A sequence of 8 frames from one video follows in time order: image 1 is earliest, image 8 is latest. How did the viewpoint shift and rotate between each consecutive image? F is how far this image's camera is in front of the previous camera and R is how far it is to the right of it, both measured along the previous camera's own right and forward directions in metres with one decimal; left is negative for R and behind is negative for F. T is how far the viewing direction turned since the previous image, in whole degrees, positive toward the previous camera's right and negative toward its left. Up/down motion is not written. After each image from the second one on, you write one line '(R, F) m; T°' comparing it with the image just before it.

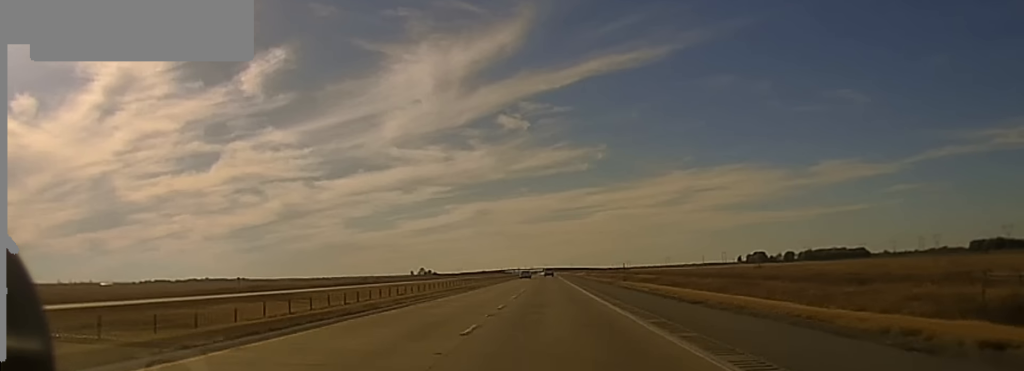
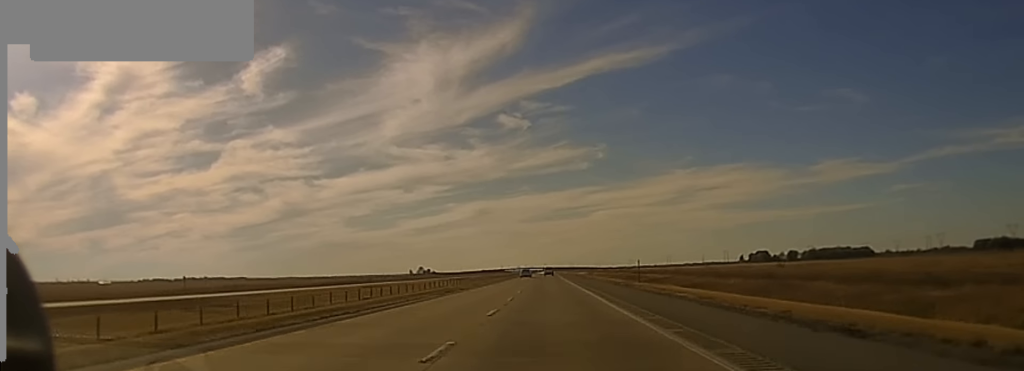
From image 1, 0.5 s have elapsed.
(0.0, +15.7) m; 0°
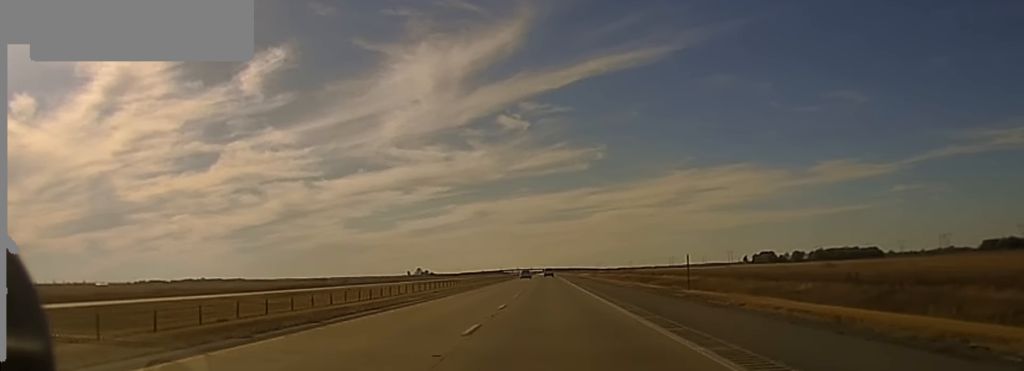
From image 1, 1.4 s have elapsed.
(-0.1, +27.7) m; 0°
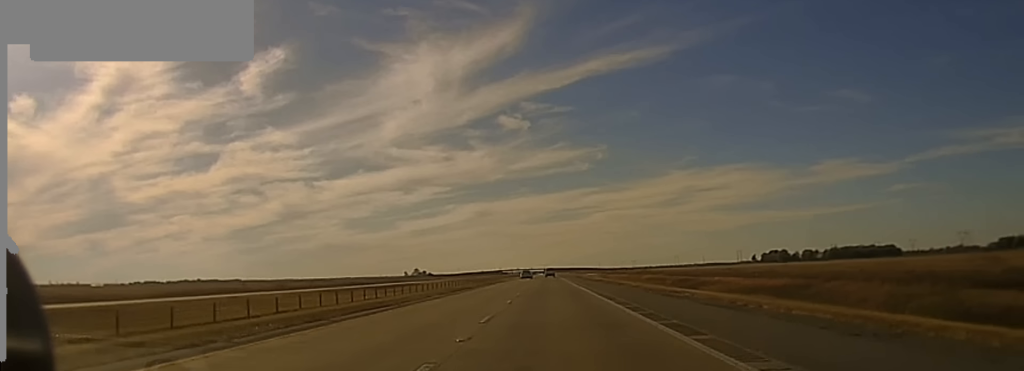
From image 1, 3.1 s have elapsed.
(-0.3, +54.5) m; 0°
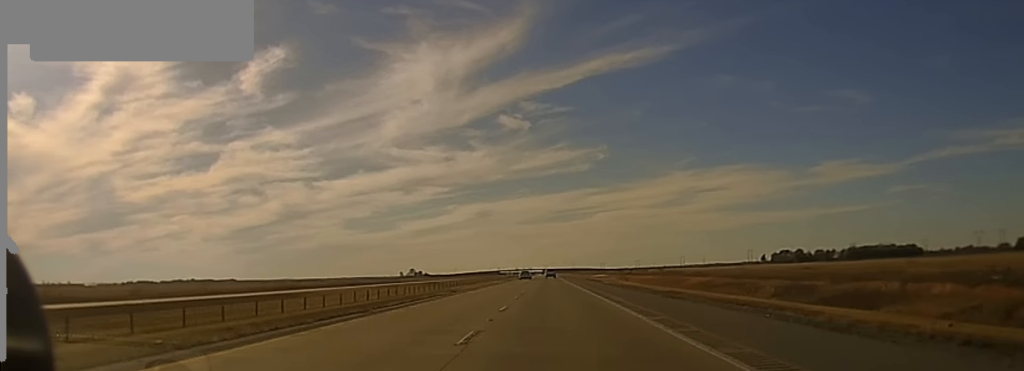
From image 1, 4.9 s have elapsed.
(0.0, +72.0) m; 0°
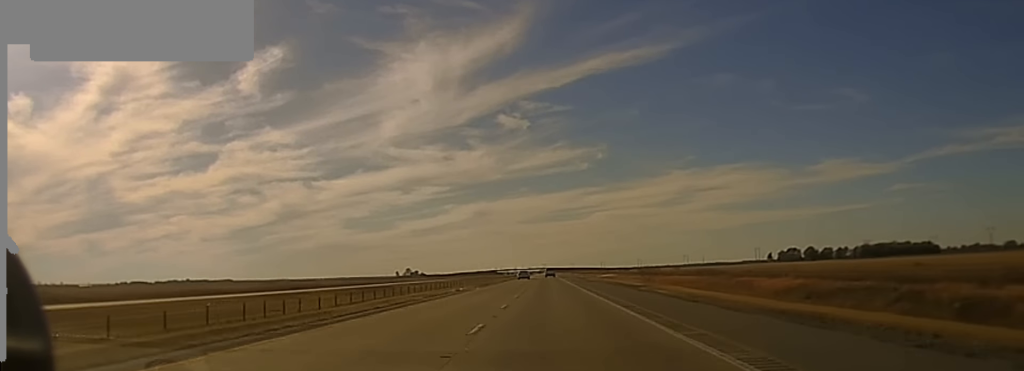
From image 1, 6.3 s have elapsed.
(0.0, +50.2) m; 0°
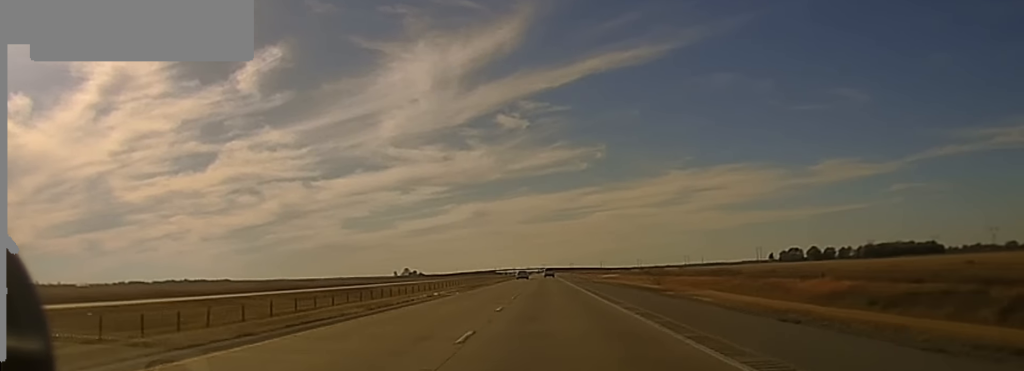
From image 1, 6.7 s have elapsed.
(0.0, +14.6) m; 0°
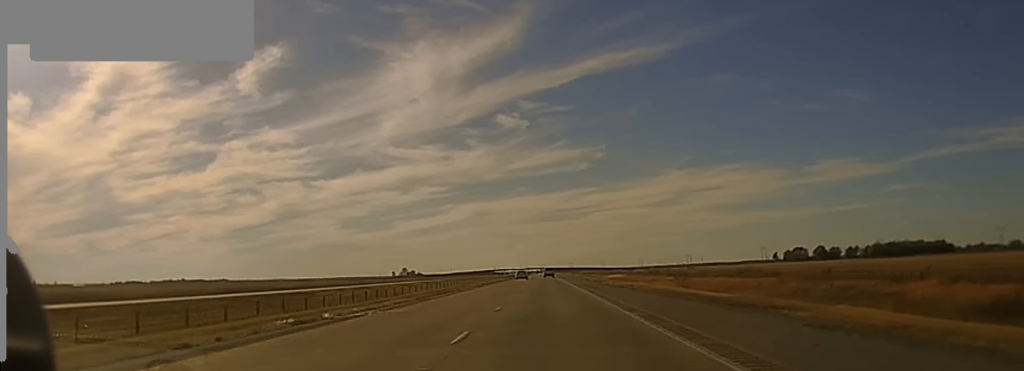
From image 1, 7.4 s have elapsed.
(0.0, +21.3) m; 0°
